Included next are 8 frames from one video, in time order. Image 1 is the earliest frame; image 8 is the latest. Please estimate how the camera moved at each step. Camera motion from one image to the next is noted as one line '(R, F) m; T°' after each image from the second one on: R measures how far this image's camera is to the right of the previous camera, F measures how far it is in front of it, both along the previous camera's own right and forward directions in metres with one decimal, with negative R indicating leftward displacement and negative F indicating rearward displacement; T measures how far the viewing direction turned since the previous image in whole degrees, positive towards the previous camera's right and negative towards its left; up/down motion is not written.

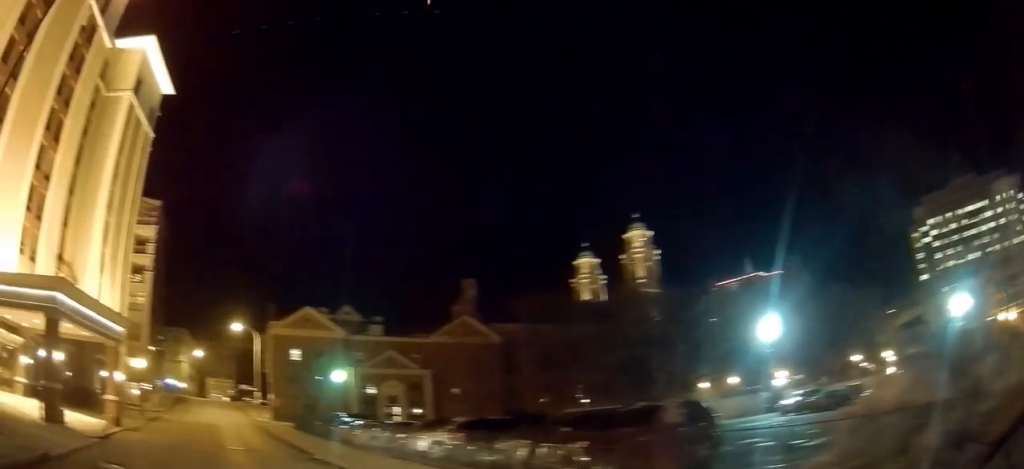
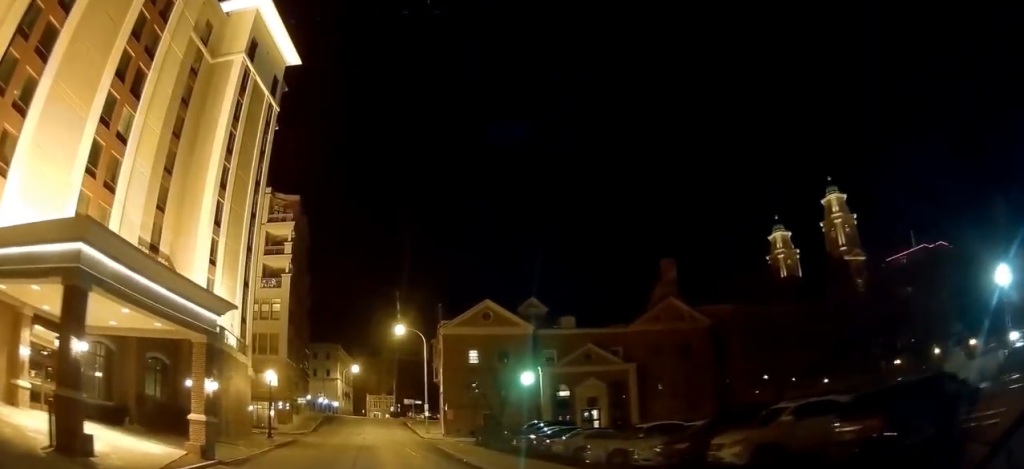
(-2.4, +10.0) m; -14°
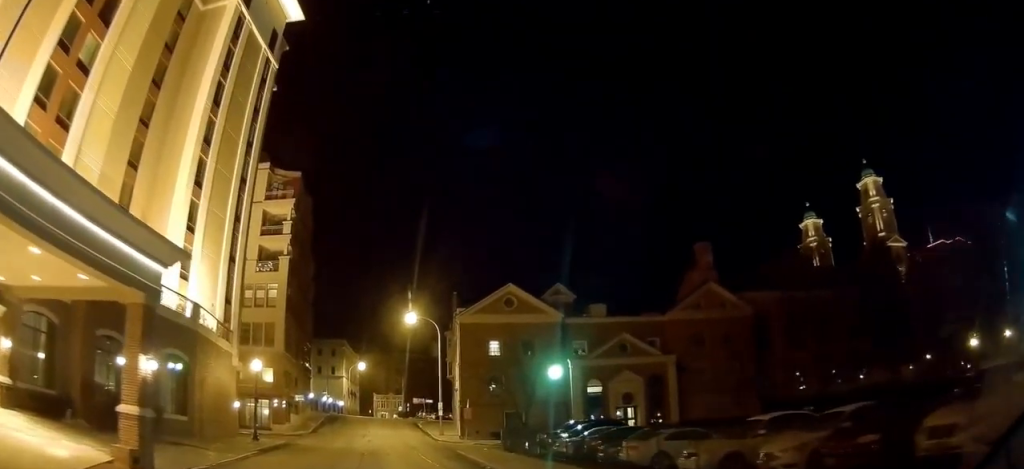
(0.0, +6.4) m; +1°
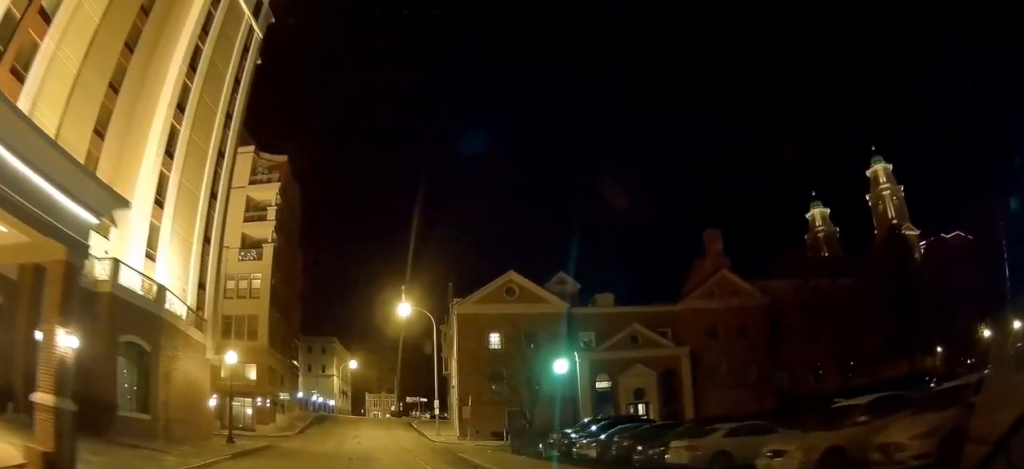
(+0.1, +3.8) m; 0°
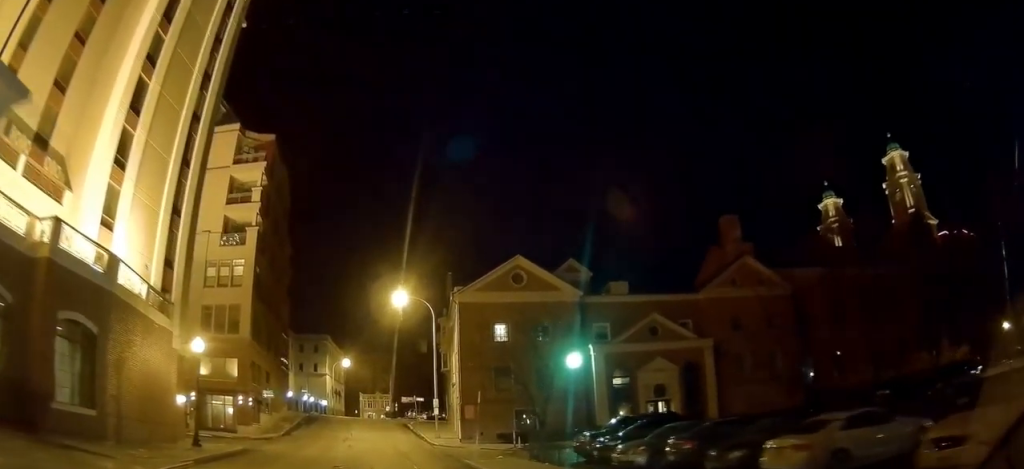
(0.0, +4.5) m; -1°
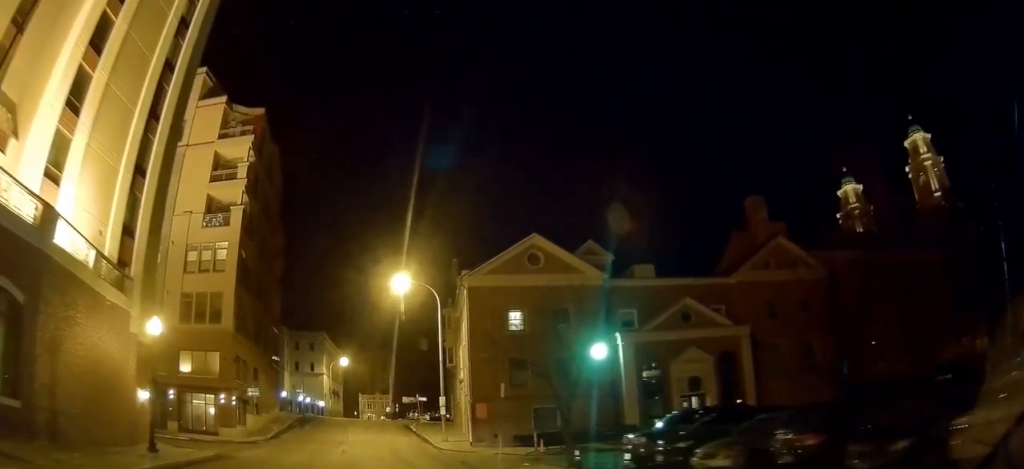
(-0.1, +4.9) m; -2°
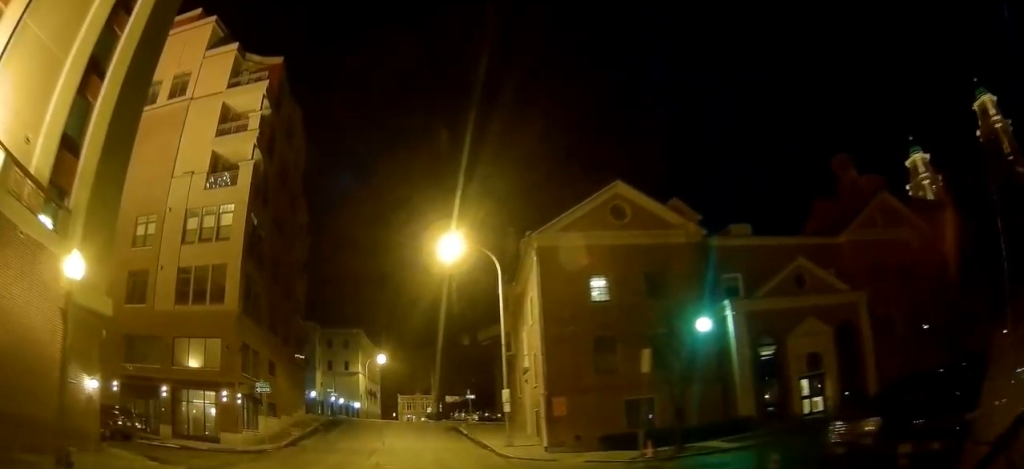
(-0.2, +8.3) m; -2°
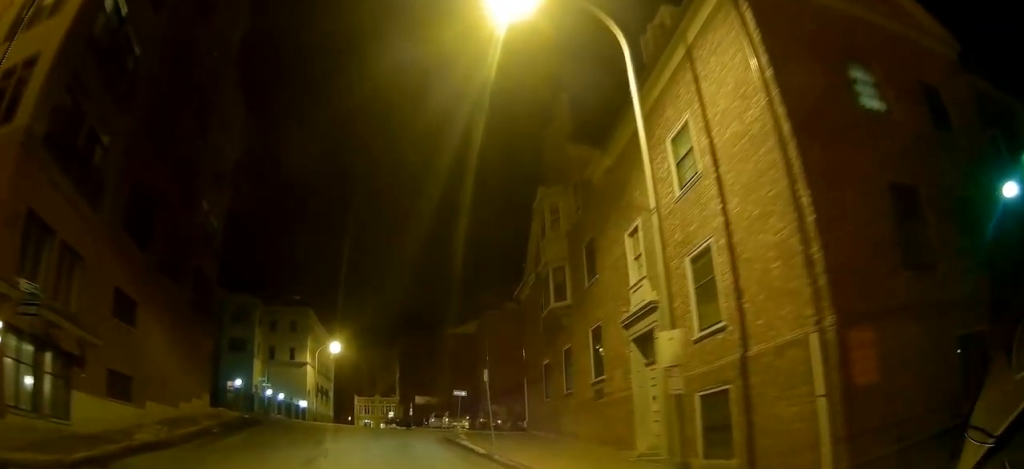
(+0.3, +20.5) m; +1°
